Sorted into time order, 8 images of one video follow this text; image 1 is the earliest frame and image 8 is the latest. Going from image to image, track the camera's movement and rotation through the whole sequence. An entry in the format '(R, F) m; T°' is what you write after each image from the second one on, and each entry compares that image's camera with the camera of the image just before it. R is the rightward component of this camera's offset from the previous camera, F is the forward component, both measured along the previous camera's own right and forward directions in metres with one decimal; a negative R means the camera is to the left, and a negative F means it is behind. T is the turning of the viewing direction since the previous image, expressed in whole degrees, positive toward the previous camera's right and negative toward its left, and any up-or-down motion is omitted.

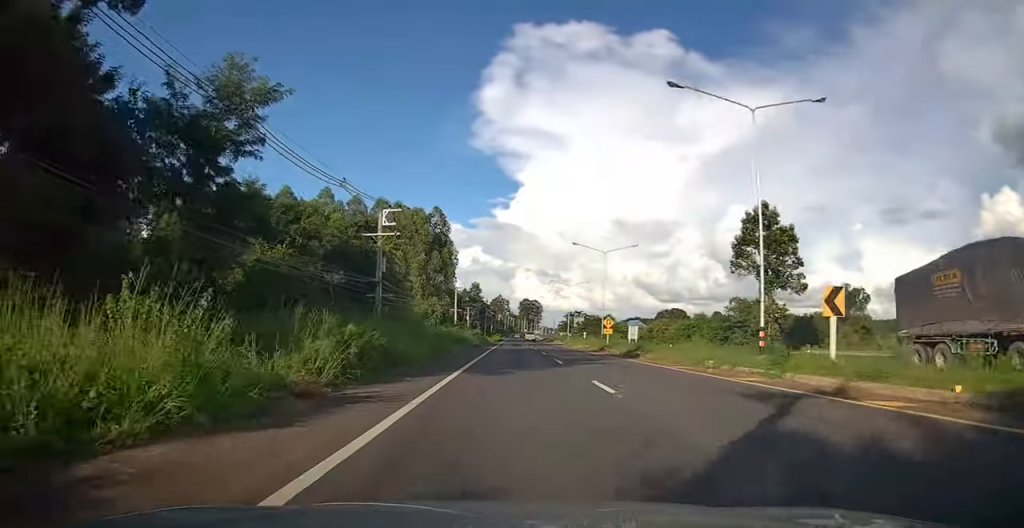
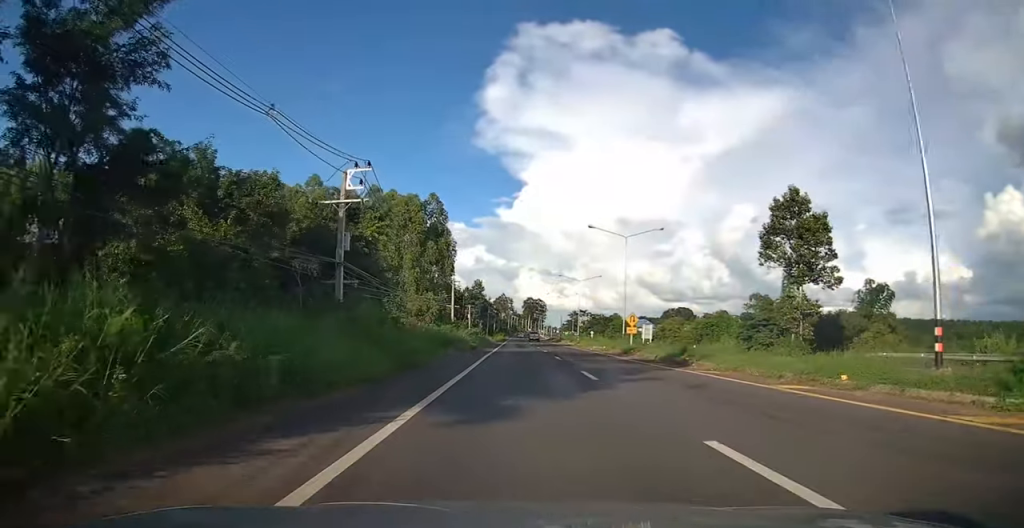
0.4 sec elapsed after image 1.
(0.0, +8.2) m; 0°
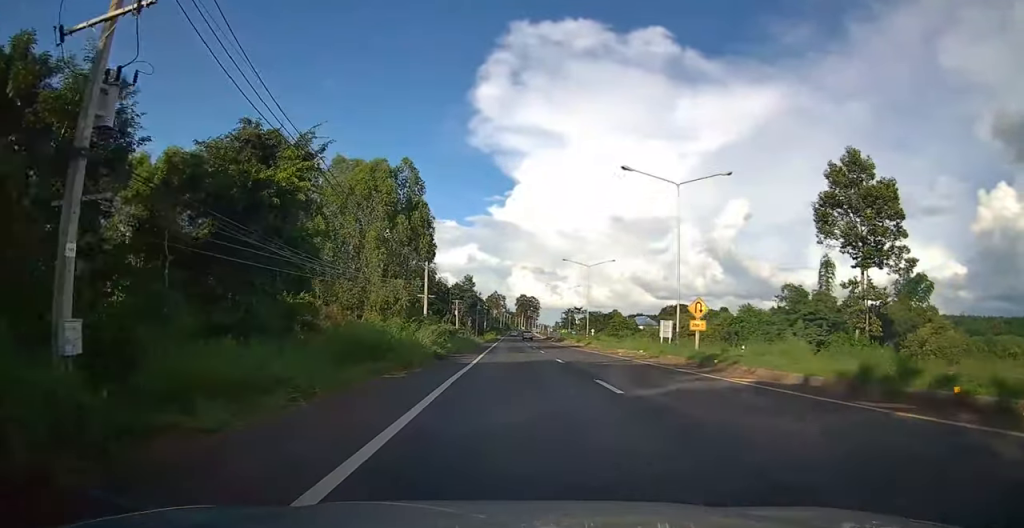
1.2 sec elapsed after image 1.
(-0.1, +15.7) m; 0°
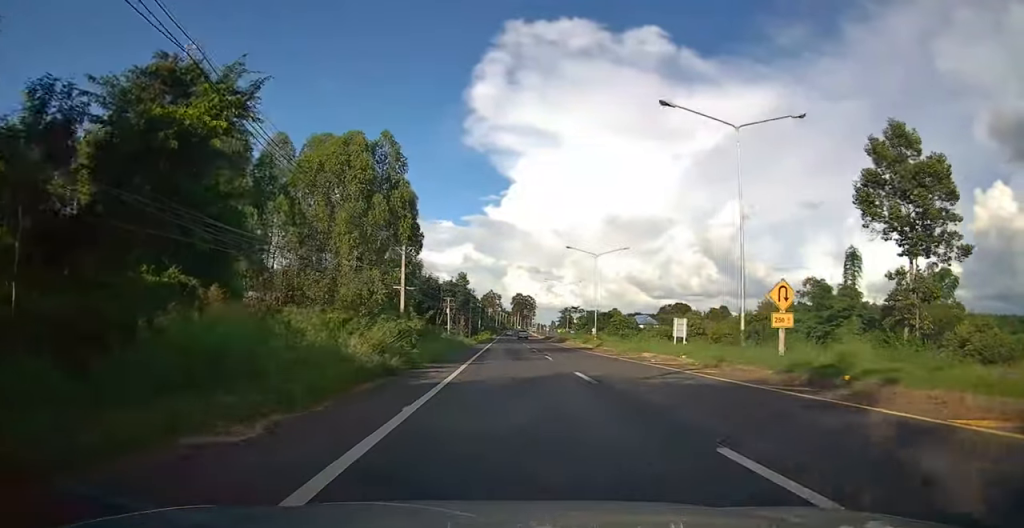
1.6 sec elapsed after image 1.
(0.0, +8.6) m; 0°
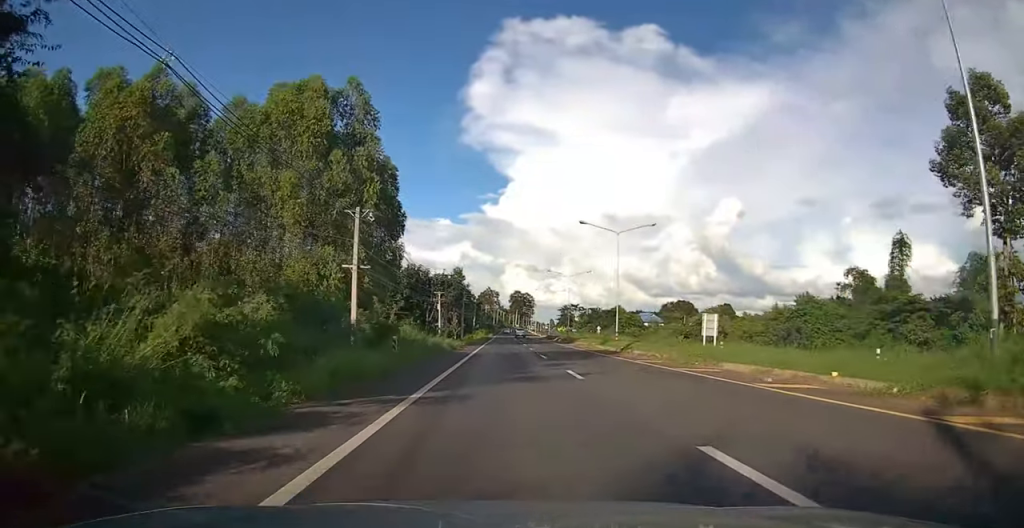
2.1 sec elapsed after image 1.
(0.0, +11.7) m; 0°
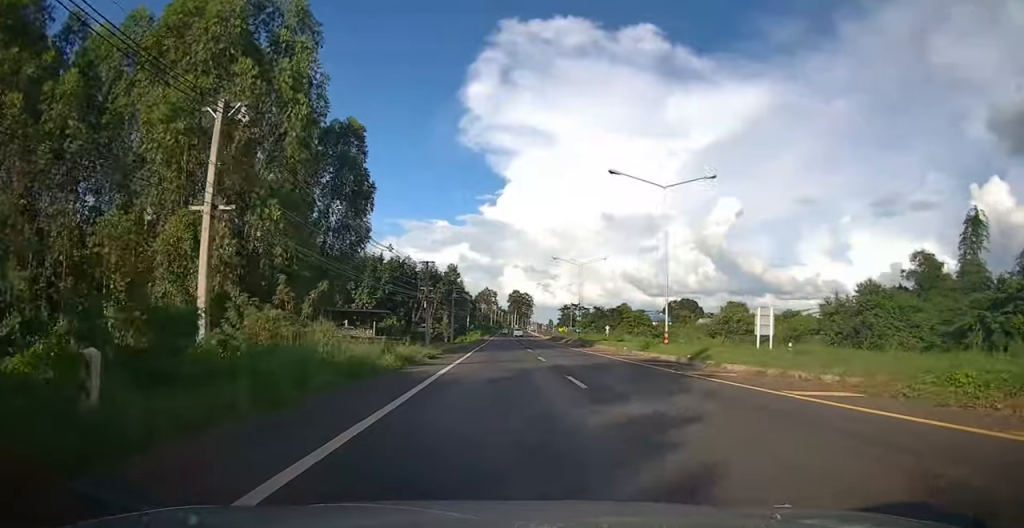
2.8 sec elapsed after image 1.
(0.0, +13.6) m; 0°
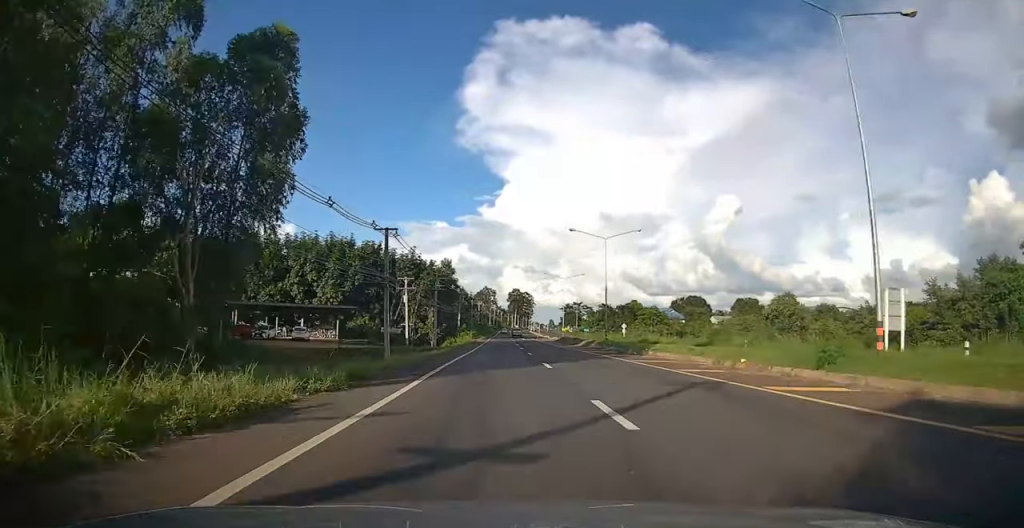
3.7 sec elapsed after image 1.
(0.0, +17.1) m; 0°
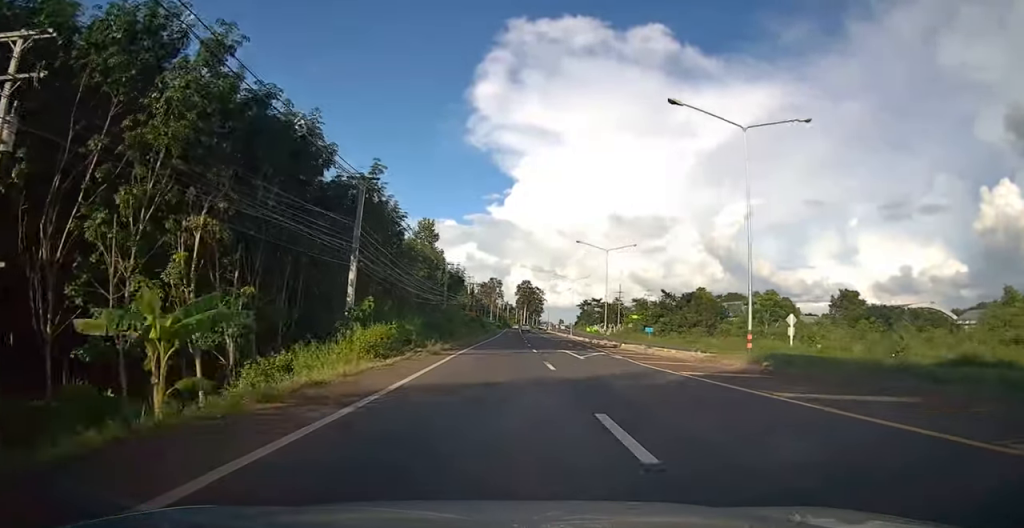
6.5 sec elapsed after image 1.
(+0.2, +58.8) m; +1°
